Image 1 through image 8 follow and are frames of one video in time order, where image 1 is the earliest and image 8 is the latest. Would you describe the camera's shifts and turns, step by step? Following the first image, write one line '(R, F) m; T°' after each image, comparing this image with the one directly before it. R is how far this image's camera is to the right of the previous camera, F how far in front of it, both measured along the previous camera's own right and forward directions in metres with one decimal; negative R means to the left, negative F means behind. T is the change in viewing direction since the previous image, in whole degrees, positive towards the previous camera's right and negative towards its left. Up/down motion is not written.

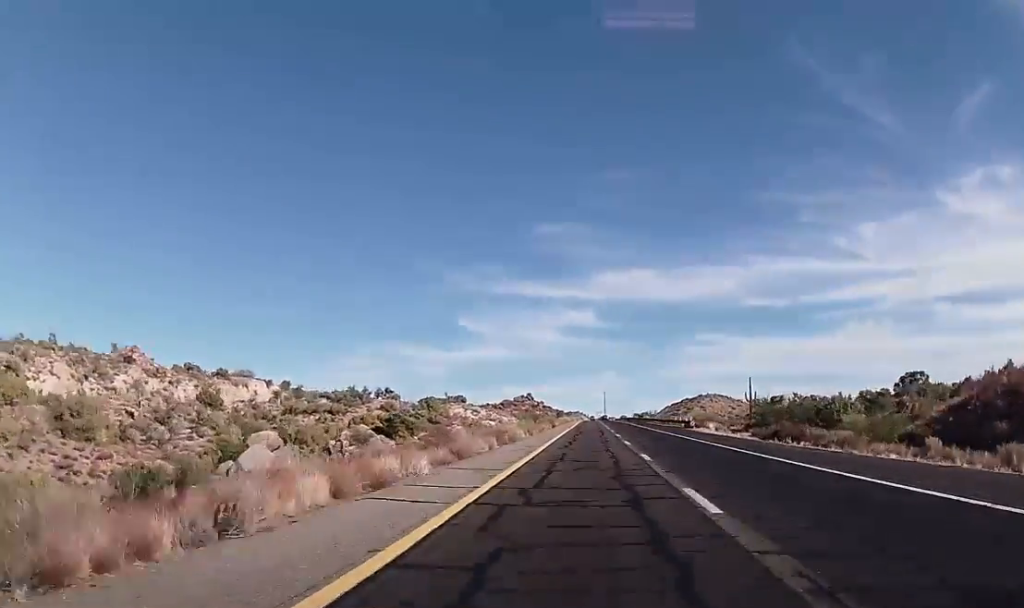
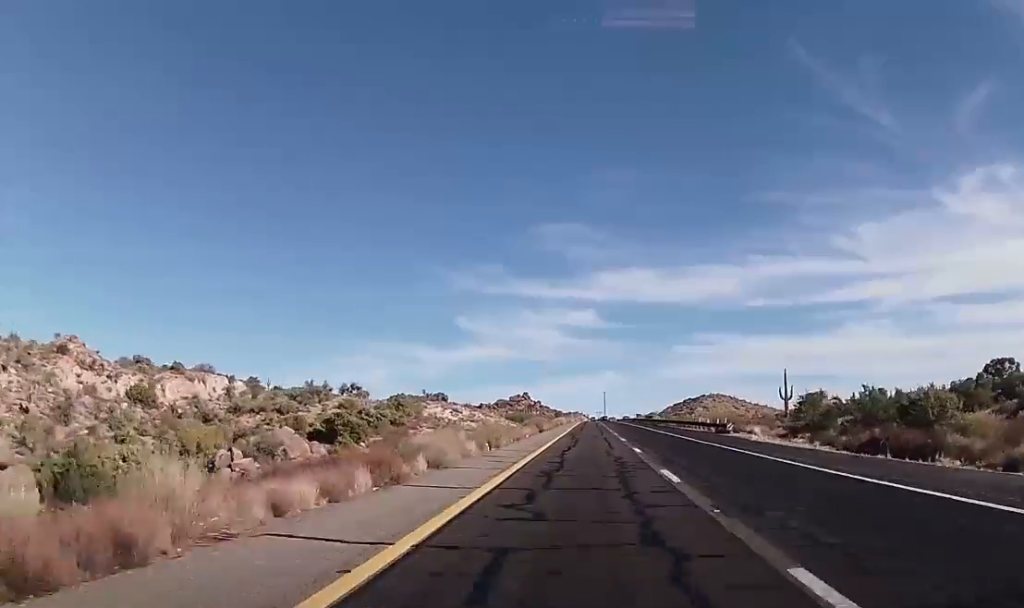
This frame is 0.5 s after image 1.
(+0.2, +19.0) m; 0°
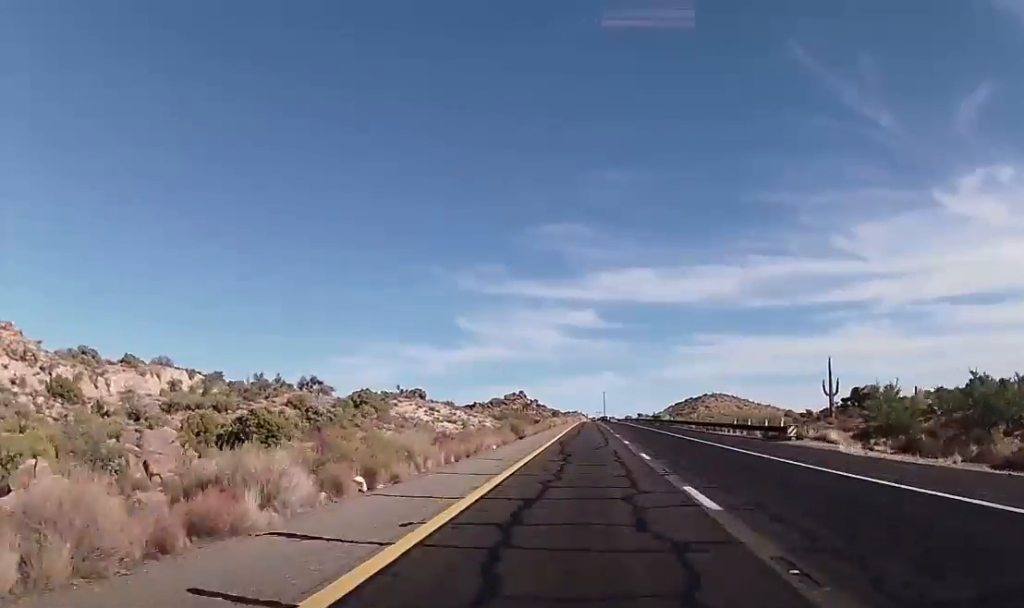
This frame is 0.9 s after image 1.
(+0.1, +16.5) m; 0°
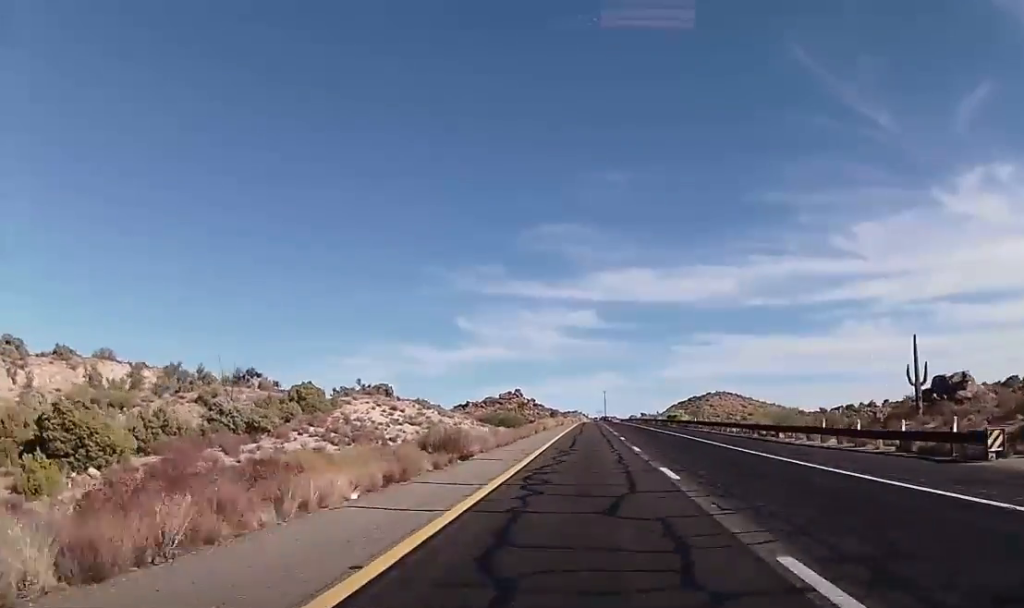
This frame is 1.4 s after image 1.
(0.0, +19.0) m; 0°
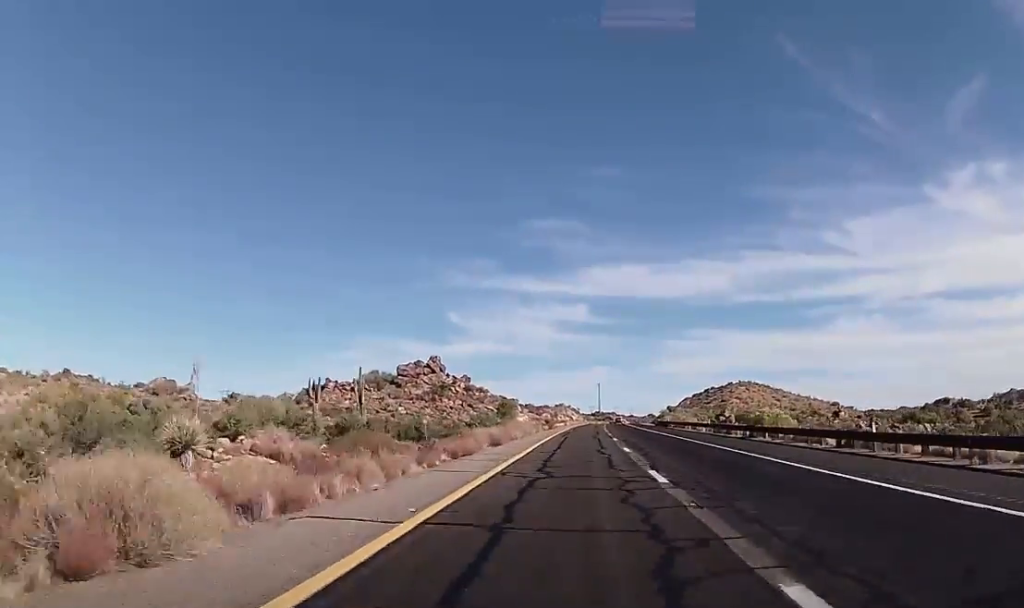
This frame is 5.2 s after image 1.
(-0.2, +146.2) m; 0°
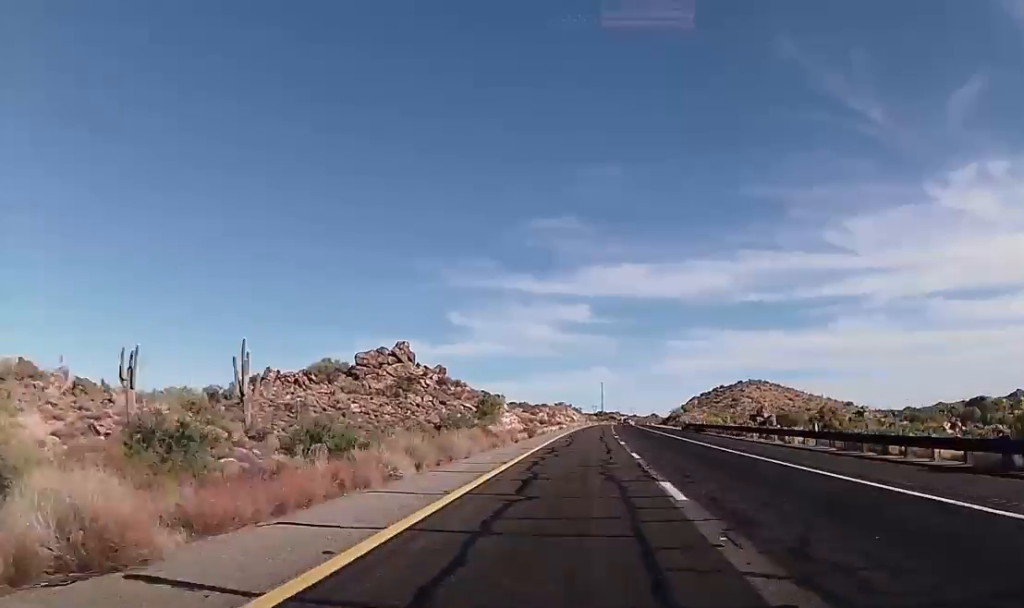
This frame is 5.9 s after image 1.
(0.0, +27.1) m; 0°
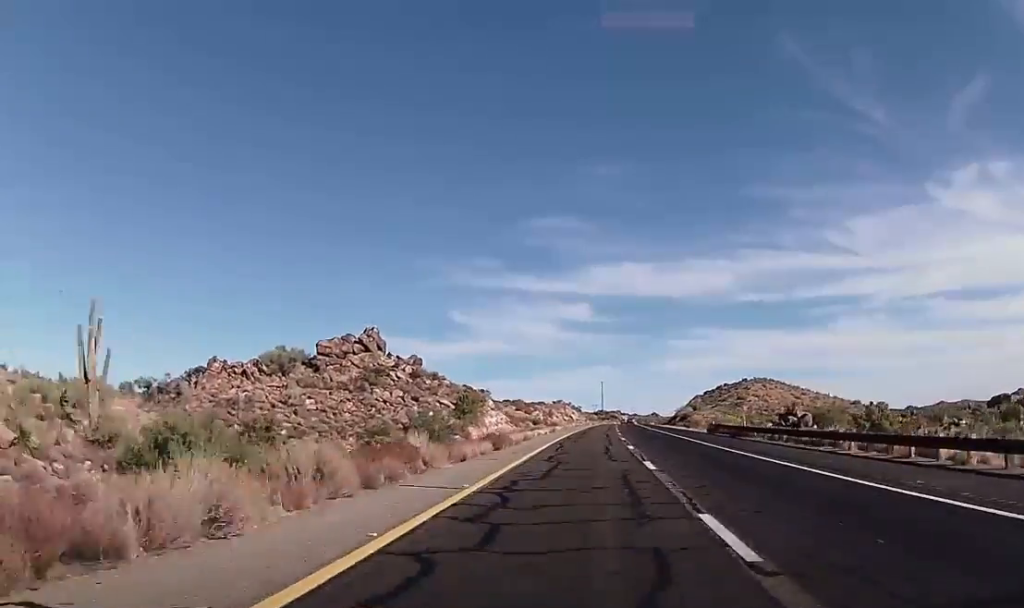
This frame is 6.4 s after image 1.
(0.0, +16.8) m; 0°
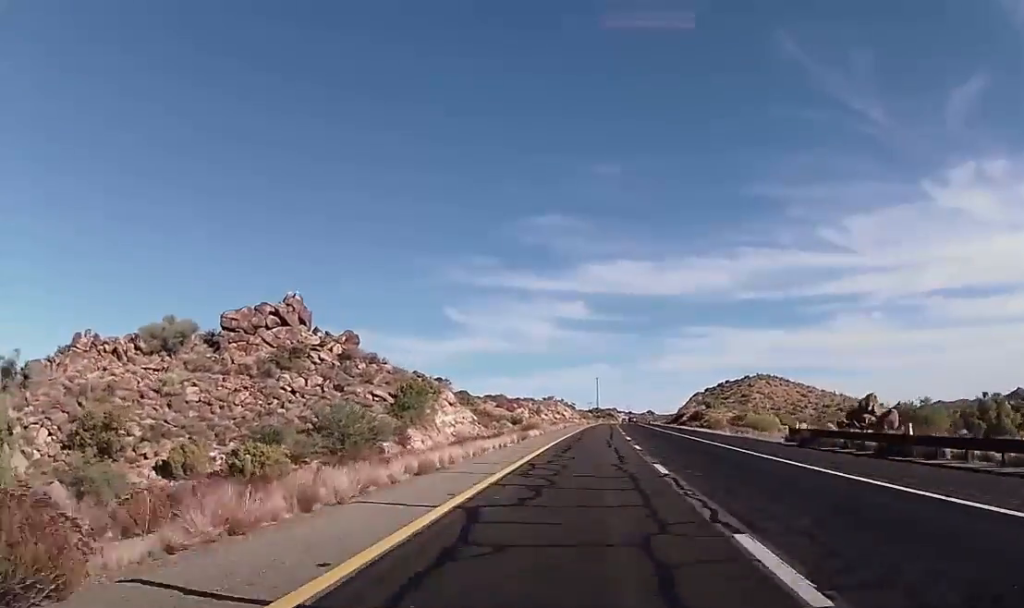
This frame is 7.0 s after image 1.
(0.0, +25.9) m; 0°
